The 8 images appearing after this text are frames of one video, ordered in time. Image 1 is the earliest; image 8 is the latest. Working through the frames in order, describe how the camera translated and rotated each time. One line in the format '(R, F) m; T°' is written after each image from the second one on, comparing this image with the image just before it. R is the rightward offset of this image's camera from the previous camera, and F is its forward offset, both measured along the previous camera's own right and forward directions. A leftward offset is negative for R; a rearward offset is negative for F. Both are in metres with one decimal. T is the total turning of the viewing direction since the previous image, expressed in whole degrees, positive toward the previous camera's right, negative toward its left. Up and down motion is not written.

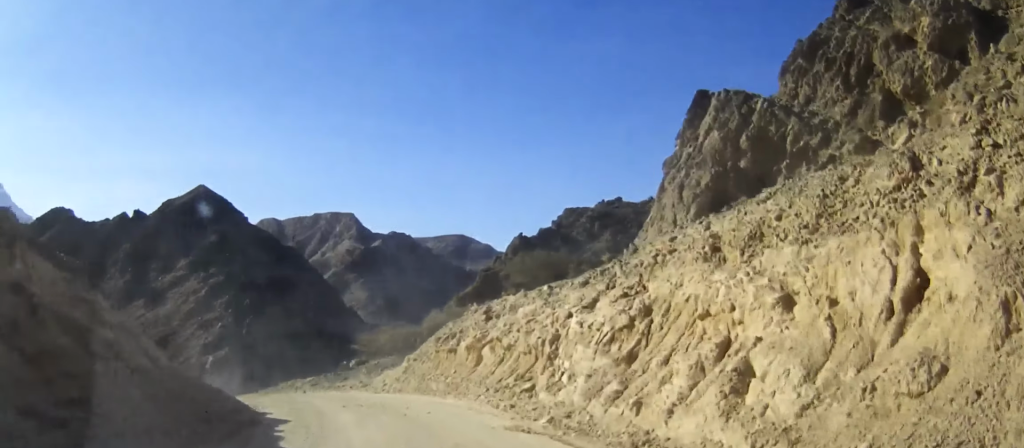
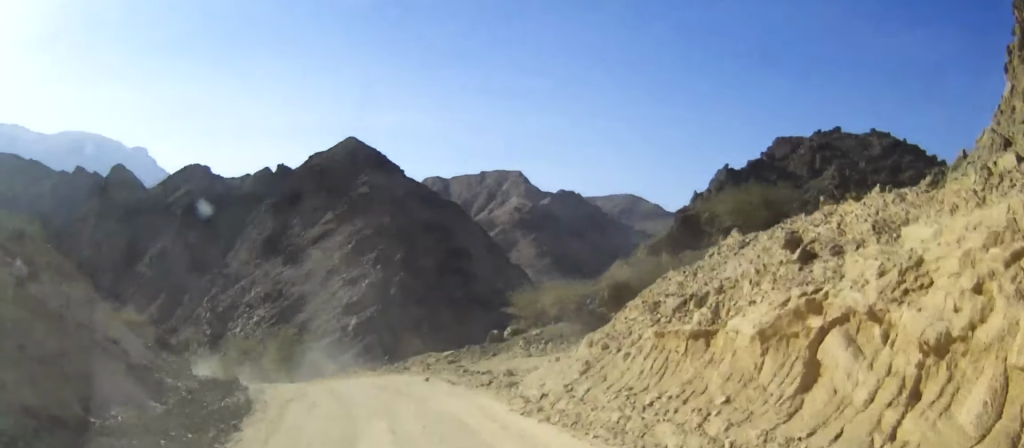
(-1.6, +13.1) m; -15°
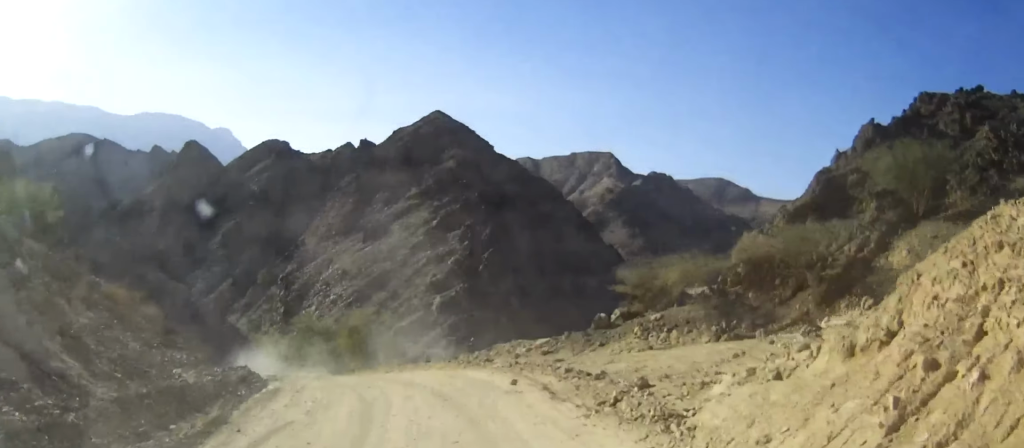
(-0.6, +8.2) m; -8°
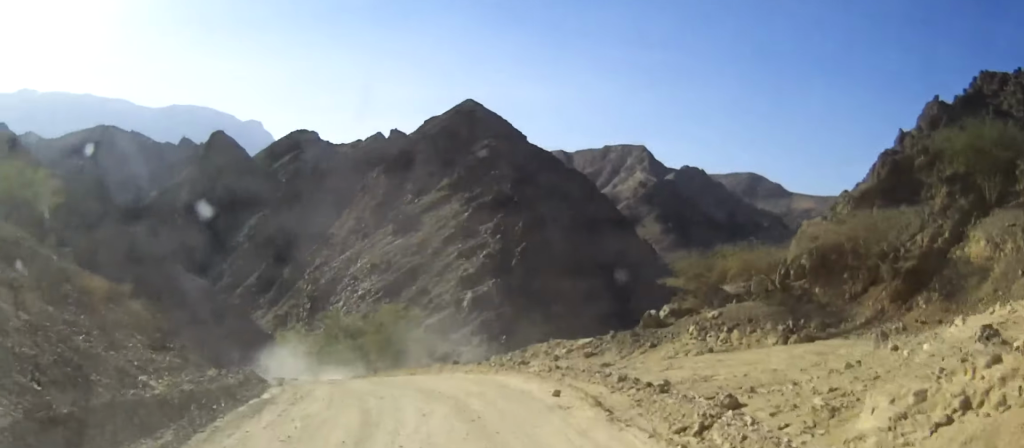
(-0.2, +3.8) m; -3°
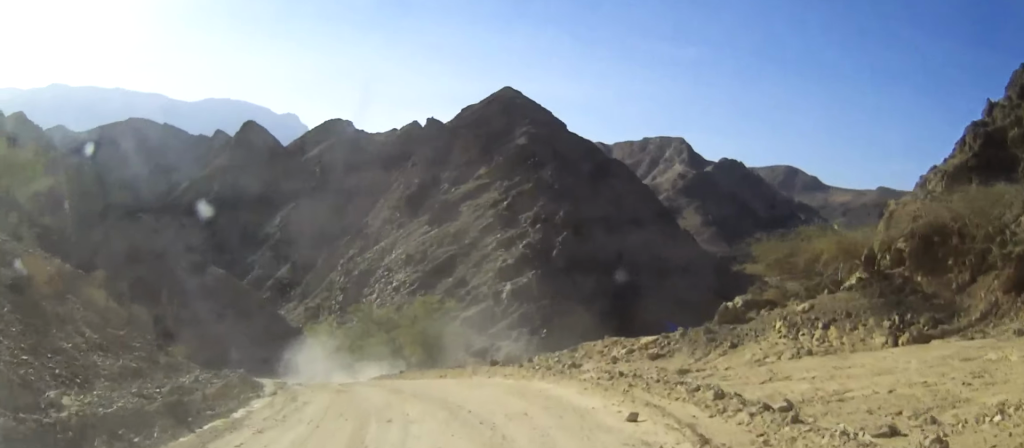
(-0.1, +4.9) m; -3°
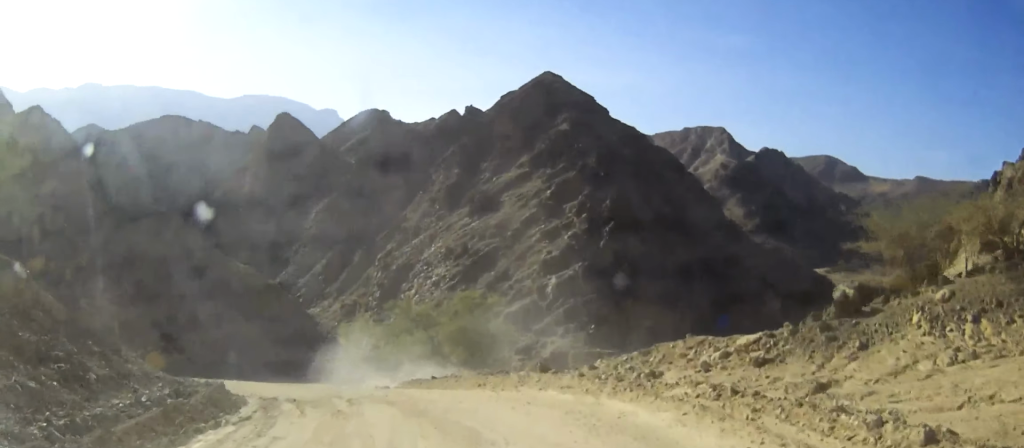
(-0.3, +5.3) m; -4°
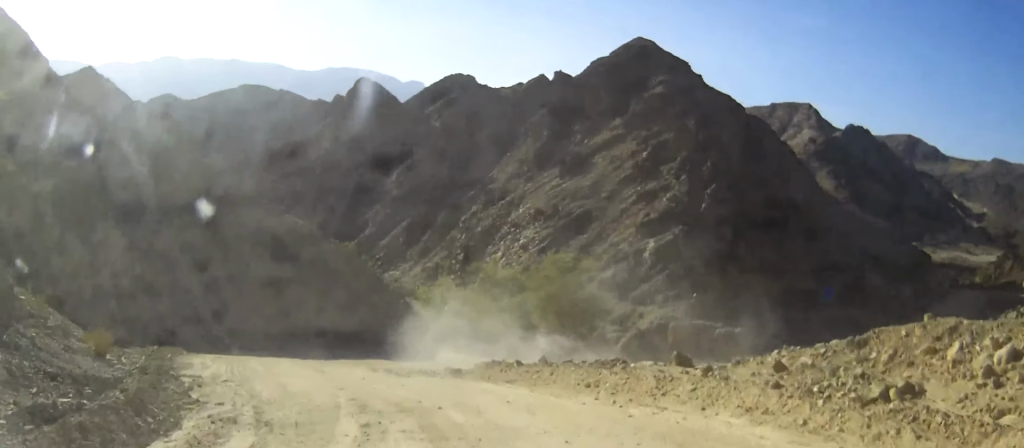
(-0.4, +7.6) m; -7°
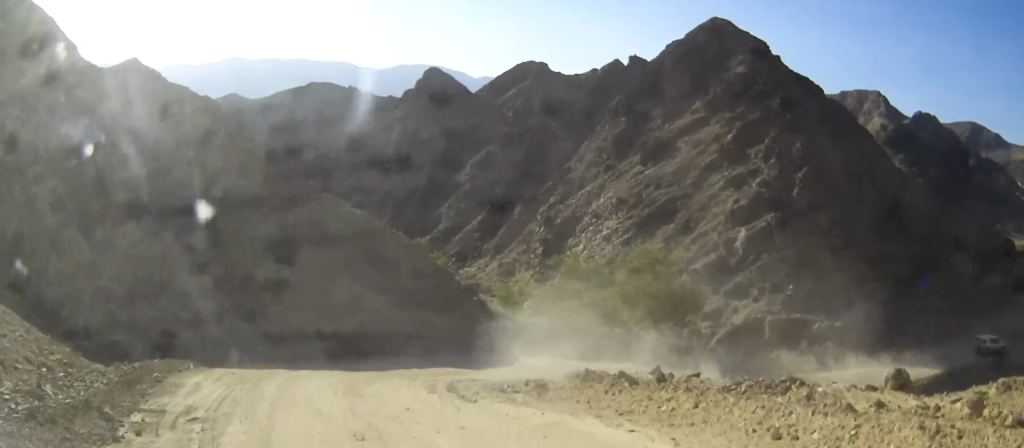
(-0.4, +6.7) m; -7°
